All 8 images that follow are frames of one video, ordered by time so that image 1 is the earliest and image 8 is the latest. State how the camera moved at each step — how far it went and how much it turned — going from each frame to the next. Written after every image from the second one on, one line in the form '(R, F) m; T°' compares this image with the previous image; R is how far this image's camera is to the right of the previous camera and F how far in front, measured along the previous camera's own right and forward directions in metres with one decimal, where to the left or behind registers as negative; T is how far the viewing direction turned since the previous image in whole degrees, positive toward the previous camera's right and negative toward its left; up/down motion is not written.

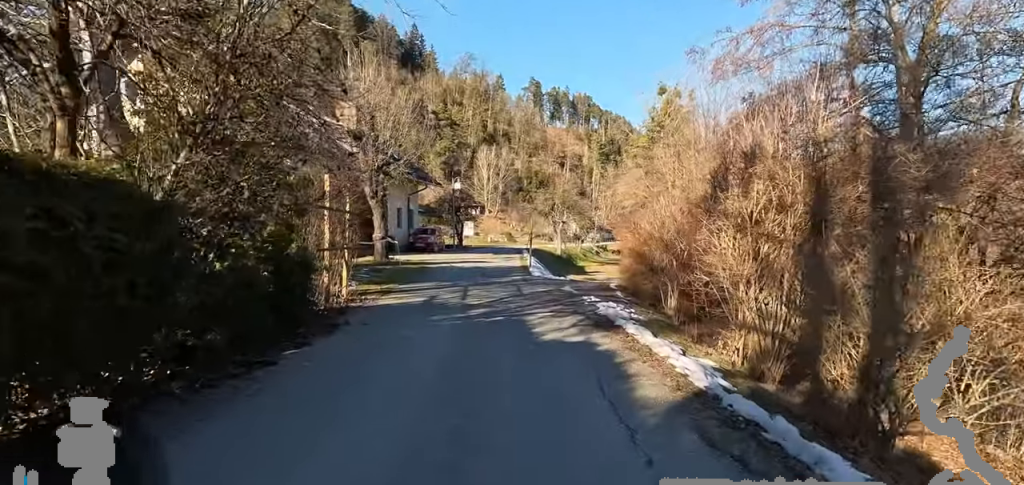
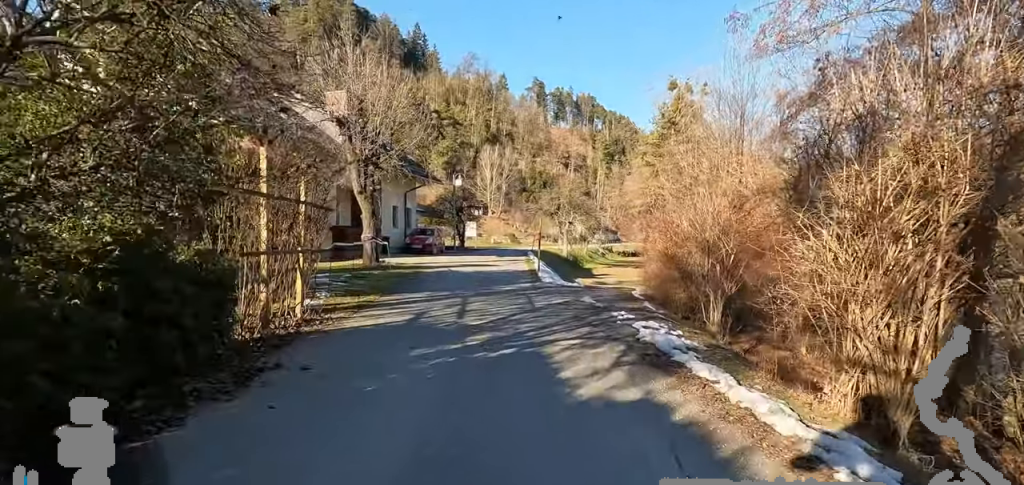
(0.0, +2.2) m; 0°
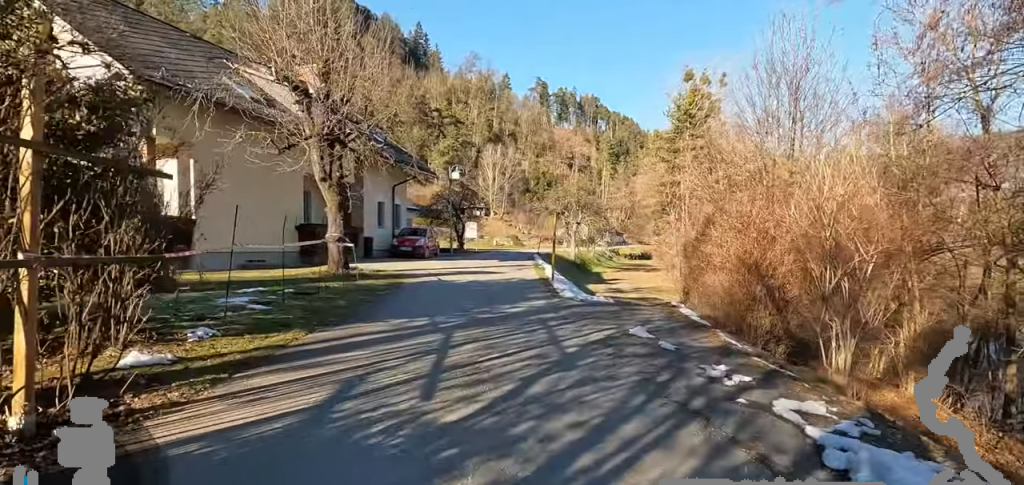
(0.0, +4.0) m; 0°
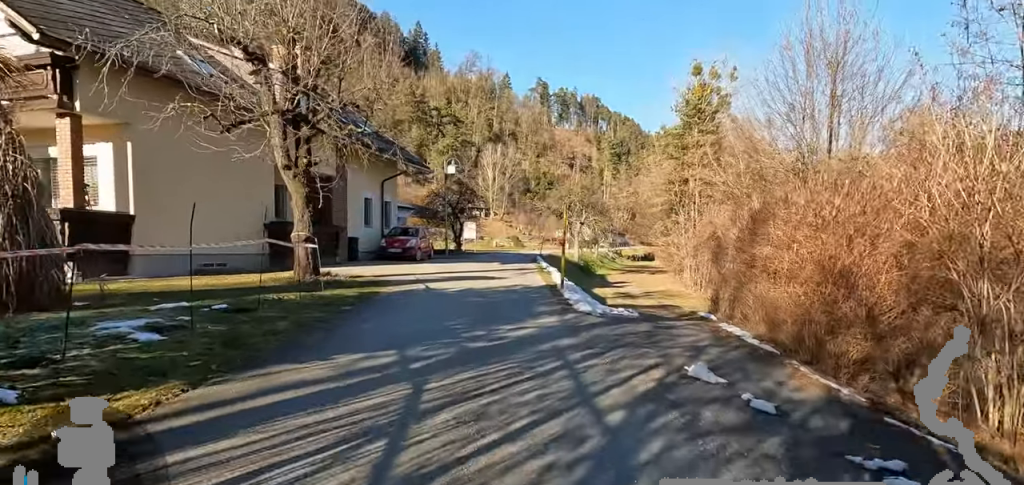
(0.0, +2.4) m; 0°
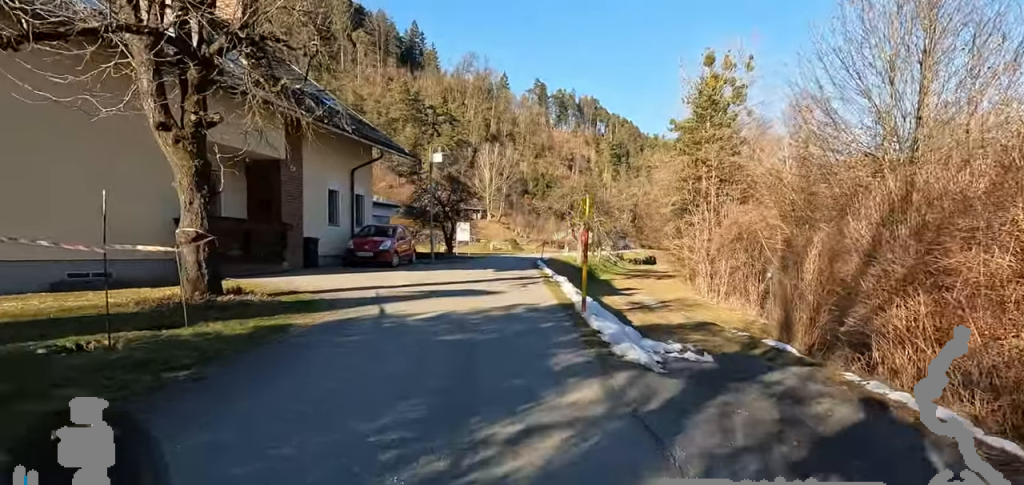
(0.0, +4.1) m; 0°
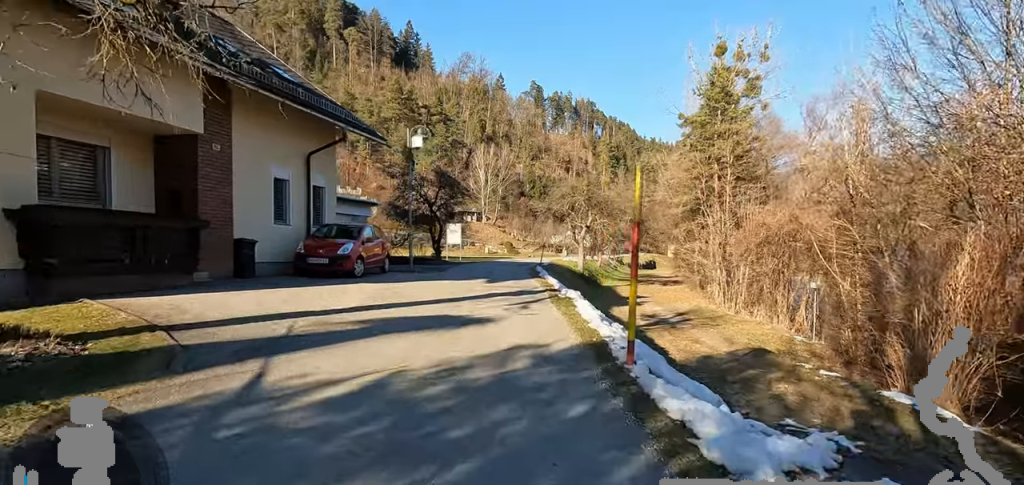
(0.0, +3.7) m; 0°
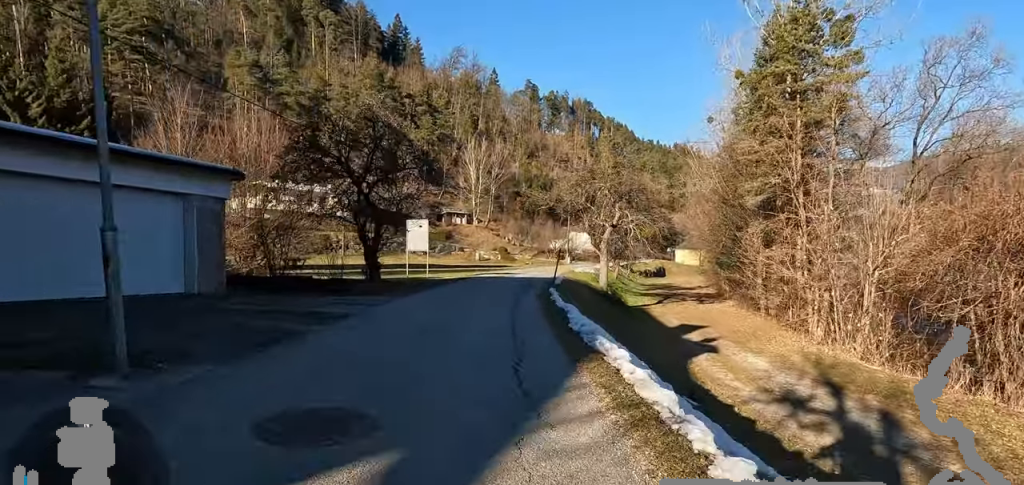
(0.0, +12.9) m; 0°
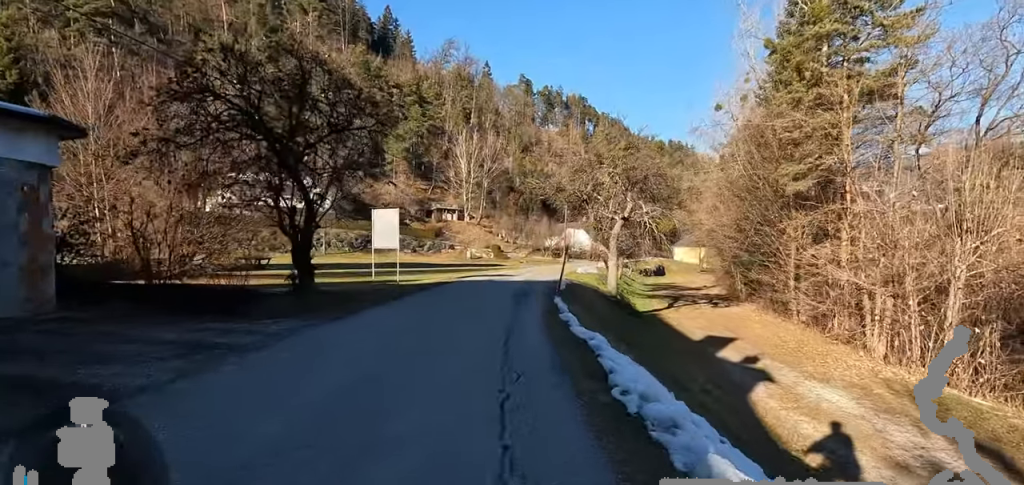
(0.0, +4.8) m; 0°
